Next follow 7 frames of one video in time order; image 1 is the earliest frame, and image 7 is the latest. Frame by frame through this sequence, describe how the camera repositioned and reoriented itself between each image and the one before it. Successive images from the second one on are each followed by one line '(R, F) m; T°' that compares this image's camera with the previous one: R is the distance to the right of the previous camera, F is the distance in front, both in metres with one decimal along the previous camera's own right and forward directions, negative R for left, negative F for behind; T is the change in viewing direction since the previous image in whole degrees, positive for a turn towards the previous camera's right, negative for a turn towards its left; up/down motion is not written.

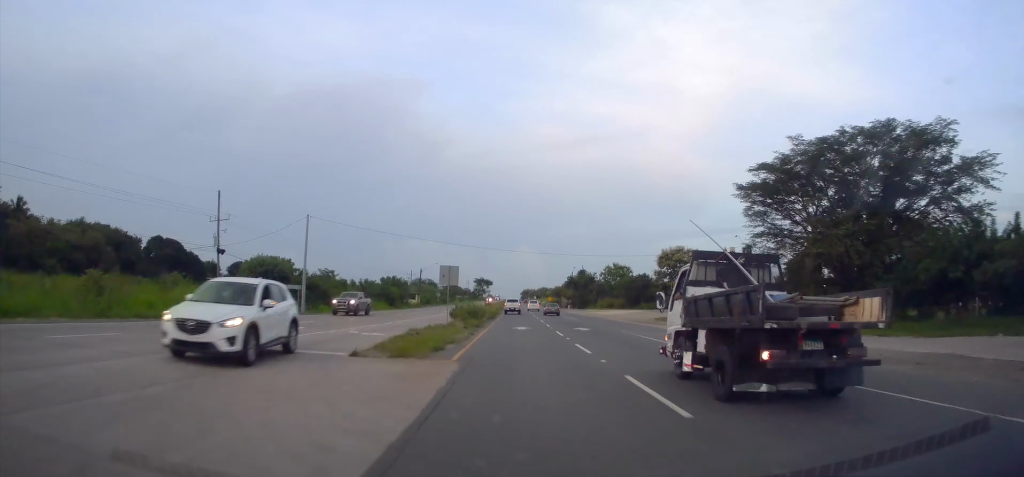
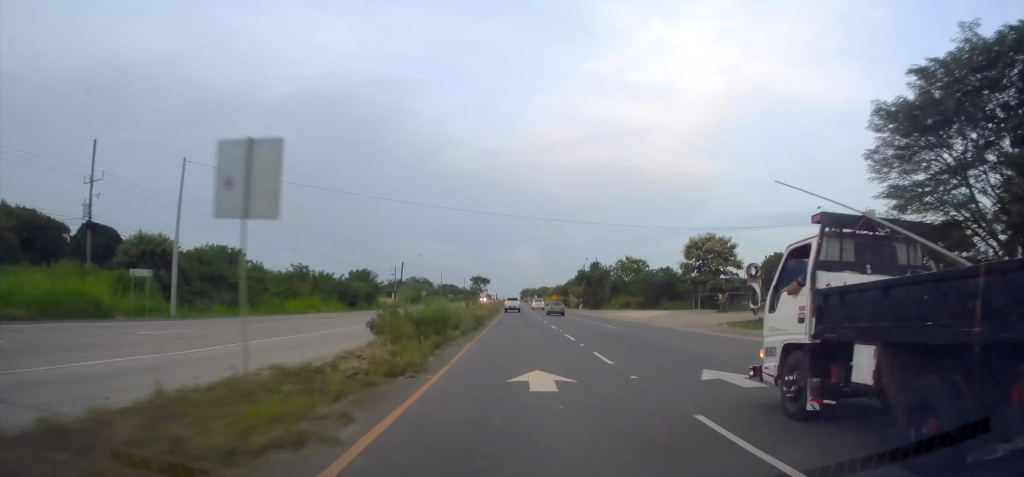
(-0.2, +21.9) m; 0°
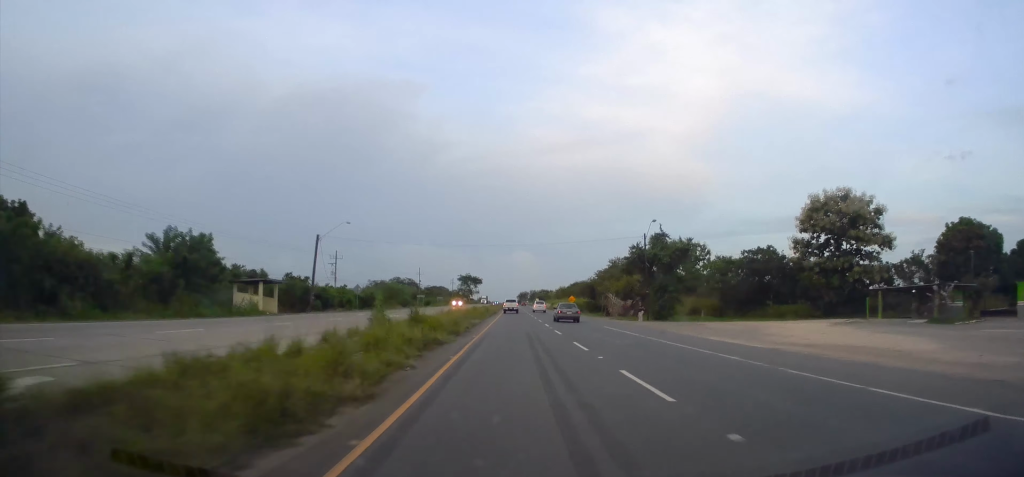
(-0.1, +48.1) m; 0°
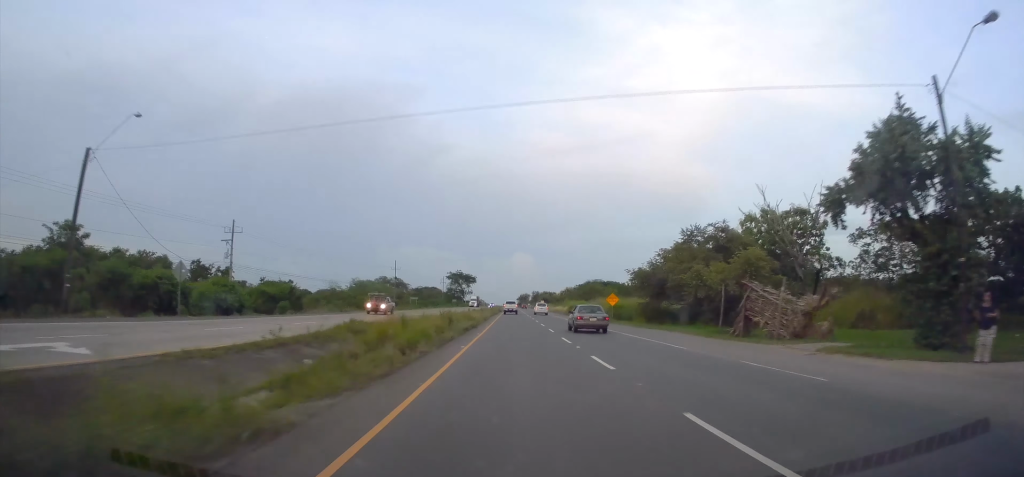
(+0.1, +38.5) m; 0°
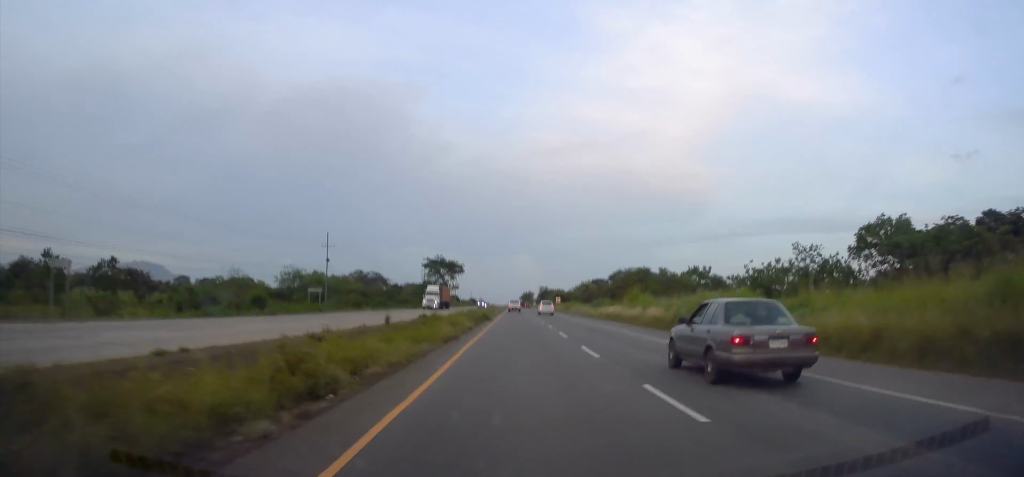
(0.0, +57.2) m; 0°
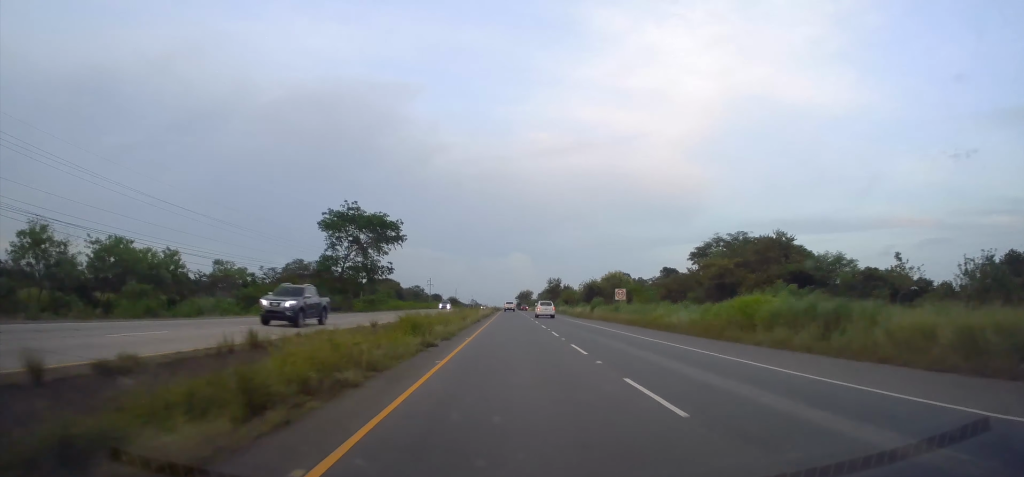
(-0.1, +74.8) m; 0°
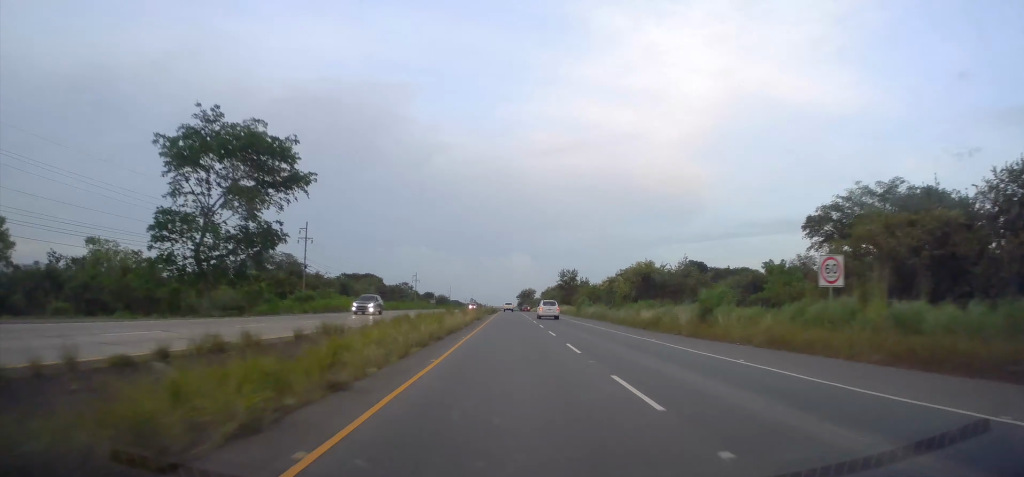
(+0.4, +33.1) m; 0°
